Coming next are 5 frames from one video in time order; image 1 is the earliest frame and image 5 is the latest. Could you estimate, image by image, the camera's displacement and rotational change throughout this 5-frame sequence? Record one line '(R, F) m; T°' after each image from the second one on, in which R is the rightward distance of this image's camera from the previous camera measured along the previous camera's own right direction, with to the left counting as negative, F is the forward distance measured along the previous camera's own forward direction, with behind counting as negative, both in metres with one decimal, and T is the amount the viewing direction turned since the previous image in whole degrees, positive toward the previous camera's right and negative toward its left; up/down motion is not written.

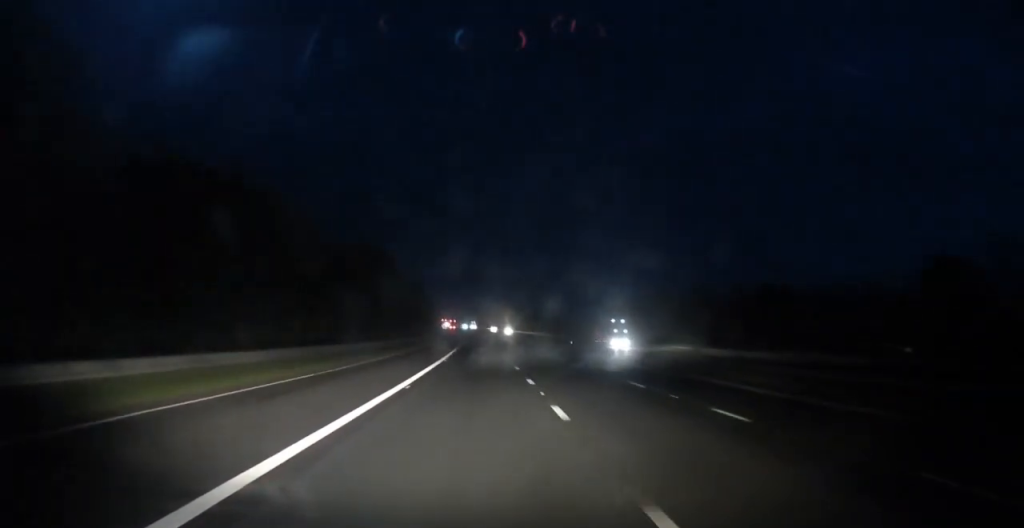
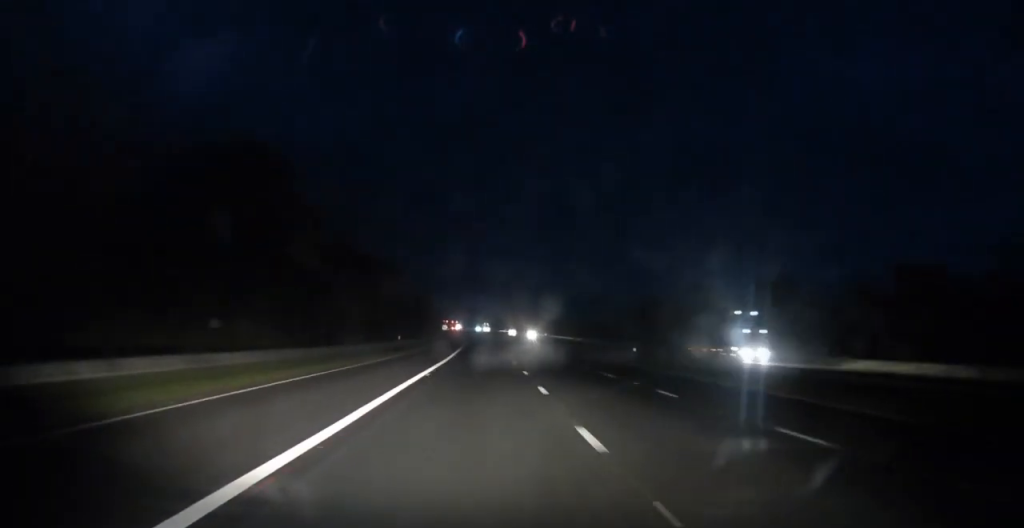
(0.0, +29.4) m; -1°
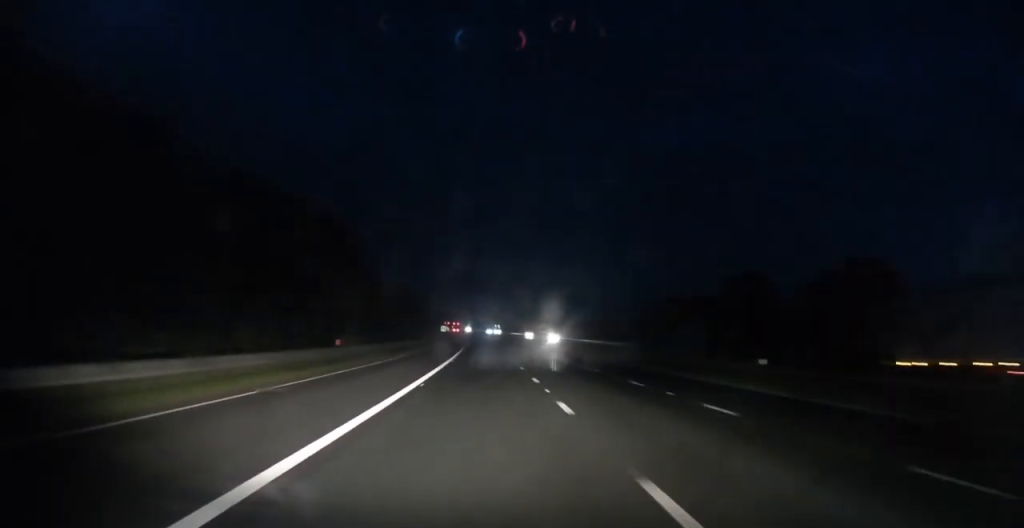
(-0.2, +21.5) m; -1°
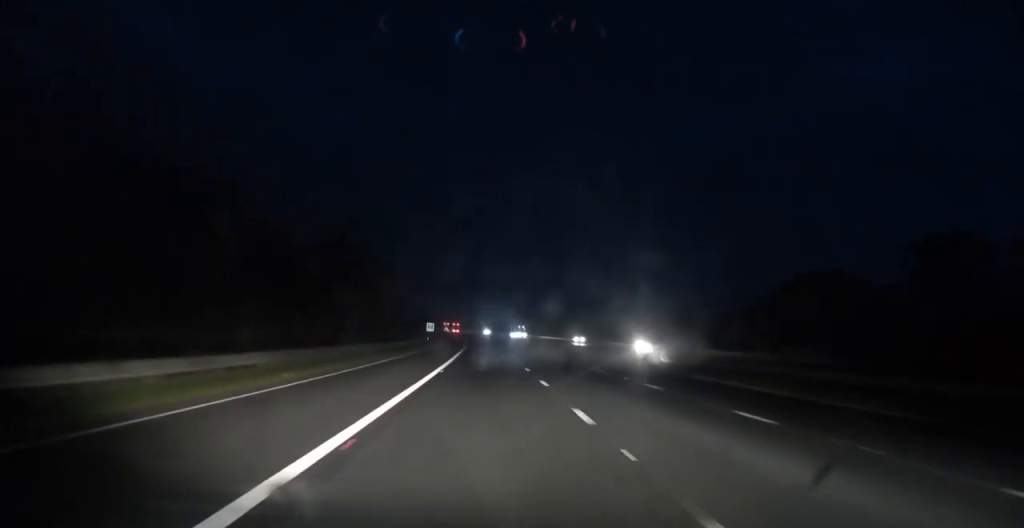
(-0.2, +45.1) m; -1°
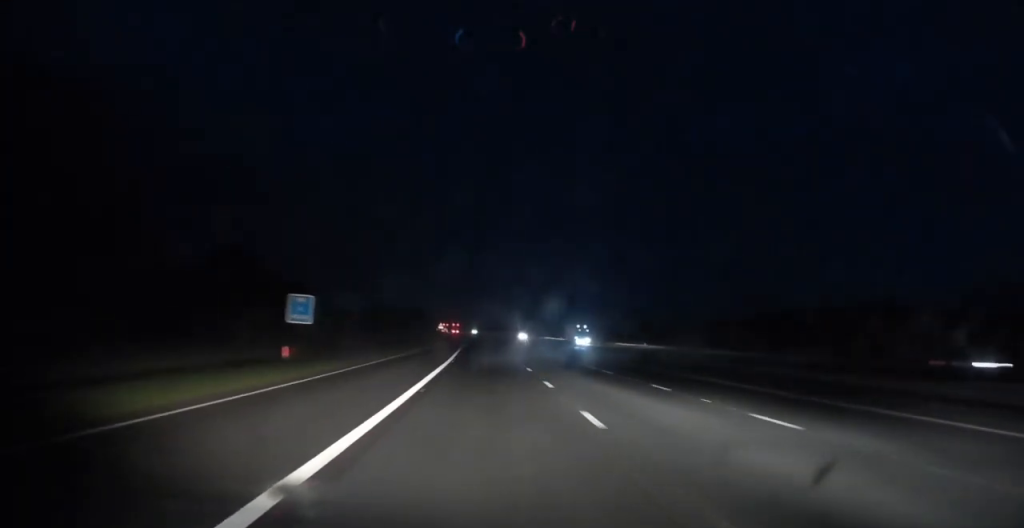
(-1.1, +61.8) m; -2°
